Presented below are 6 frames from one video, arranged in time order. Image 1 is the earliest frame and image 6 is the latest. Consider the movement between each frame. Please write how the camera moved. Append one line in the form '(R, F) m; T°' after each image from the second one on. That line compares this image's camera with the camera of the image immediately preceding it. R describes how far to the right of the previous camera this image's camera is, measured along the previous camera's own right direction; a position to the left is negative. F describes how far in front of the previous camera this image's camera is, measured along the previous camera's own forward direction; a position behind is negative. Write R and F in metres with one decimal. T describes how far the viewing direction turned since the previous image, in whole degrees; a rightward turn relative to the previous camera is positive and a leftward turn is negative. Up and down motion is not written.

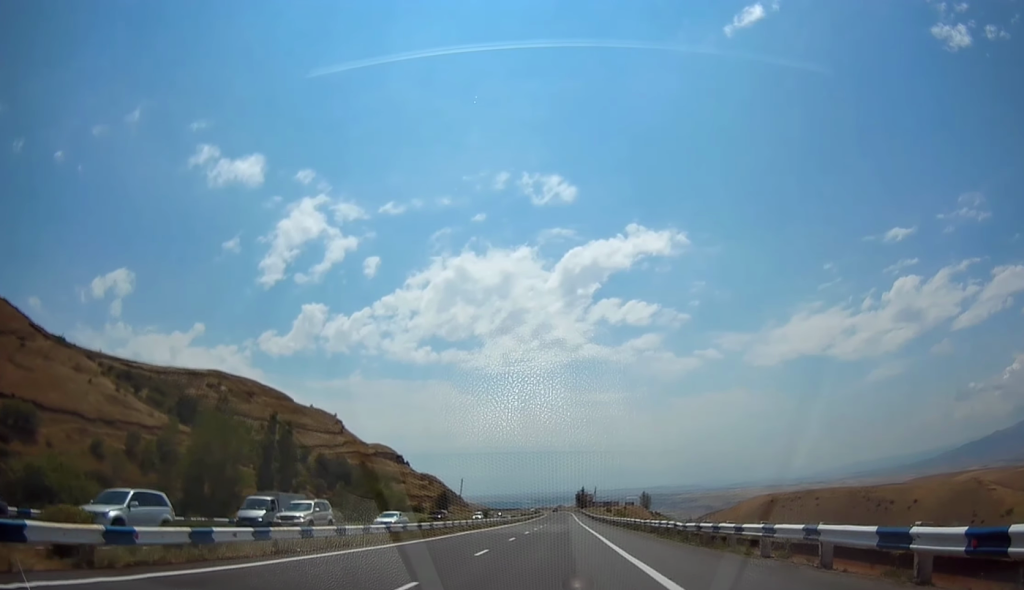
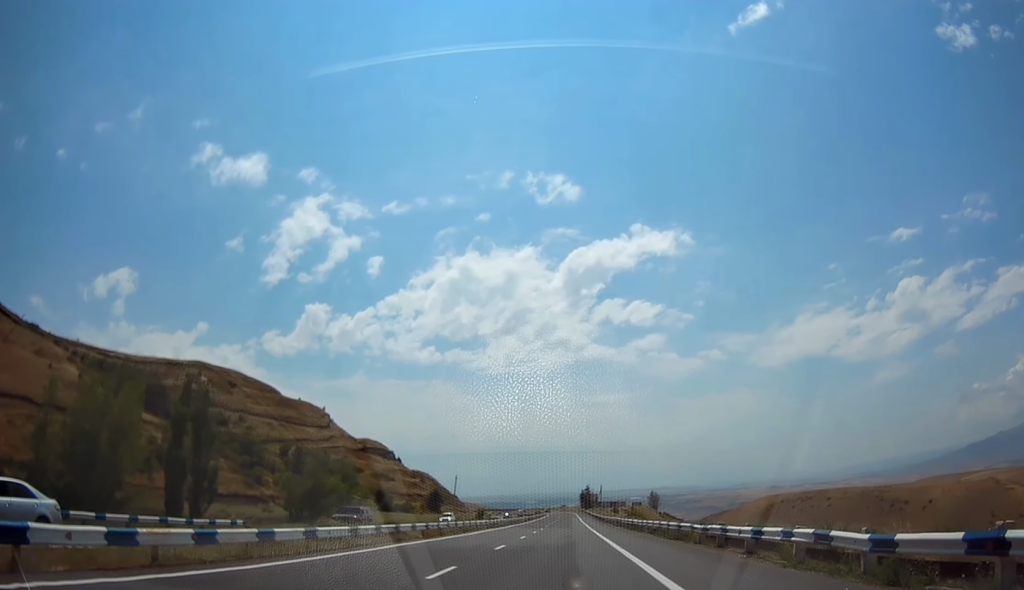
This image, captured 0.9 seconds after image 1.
(-0.1, +18.3) m; +1°
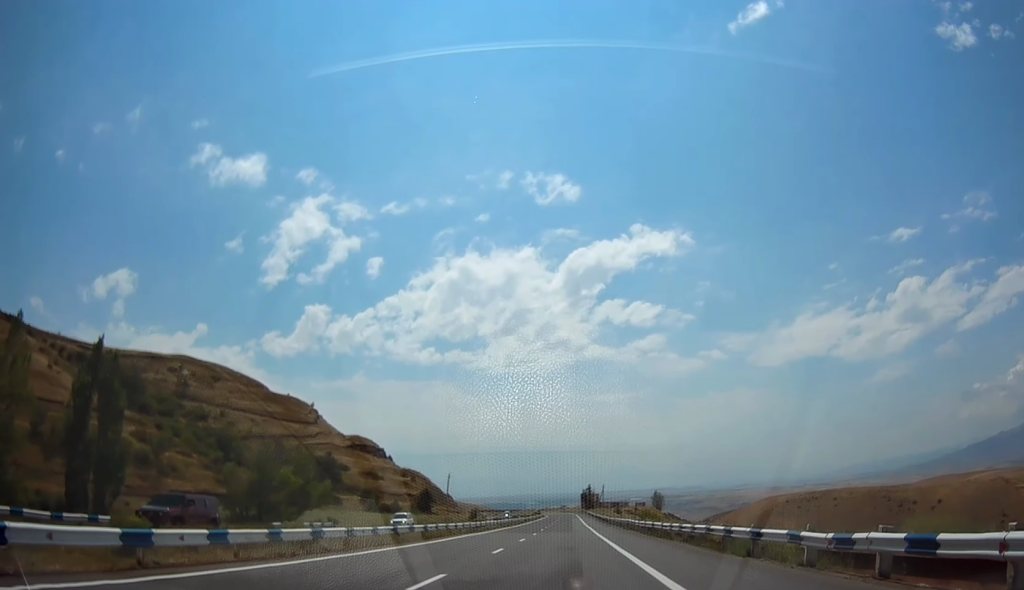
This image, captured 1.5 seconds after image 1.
(+0.4, +12.8) m; 0°
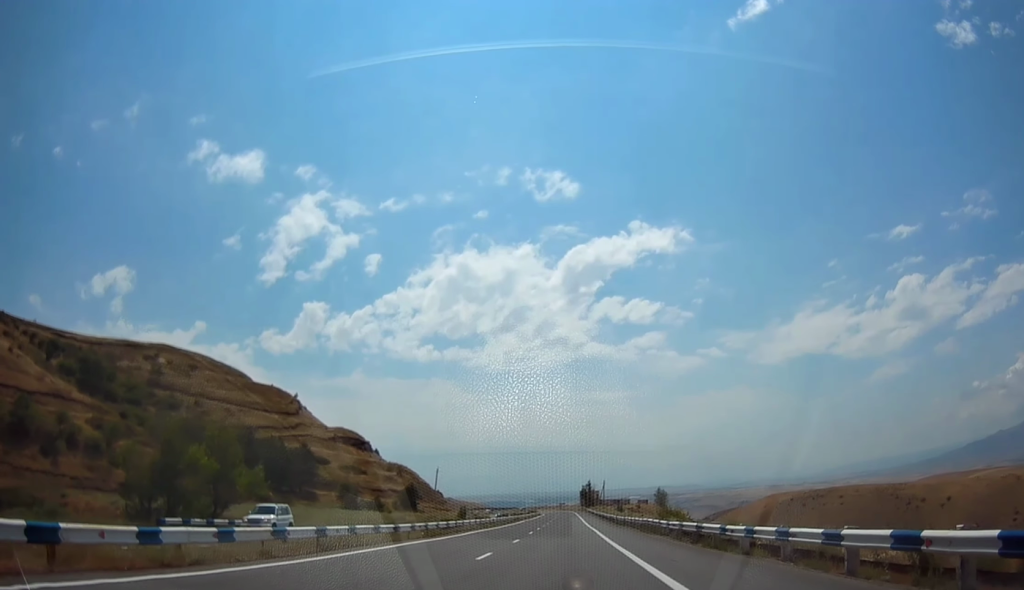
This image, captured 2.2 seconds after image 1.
(-0.2, +14.7) m; -1°
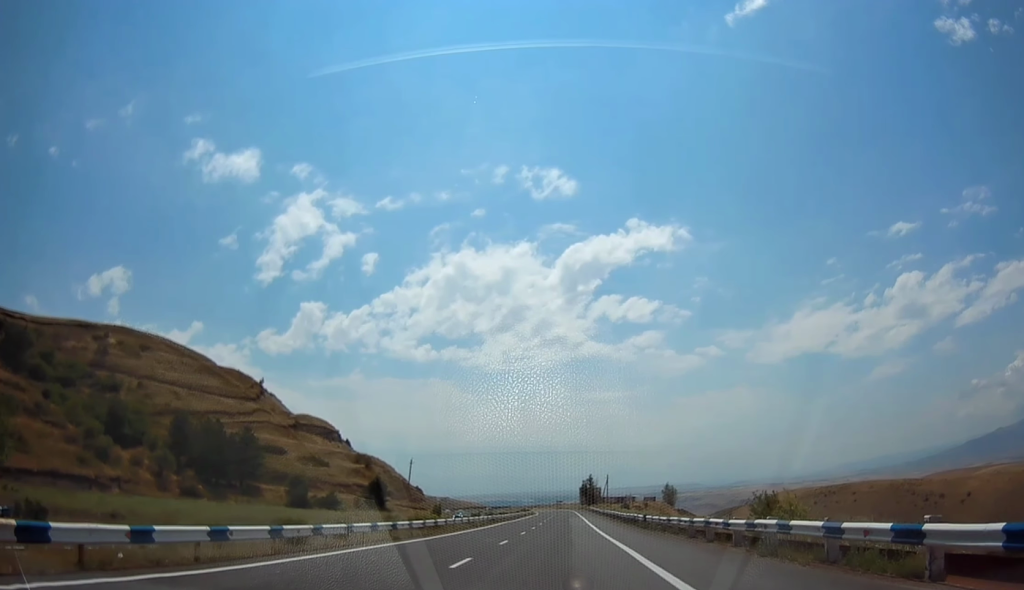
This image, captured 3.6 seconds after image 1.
(-0.5, +27.2) m; -1°
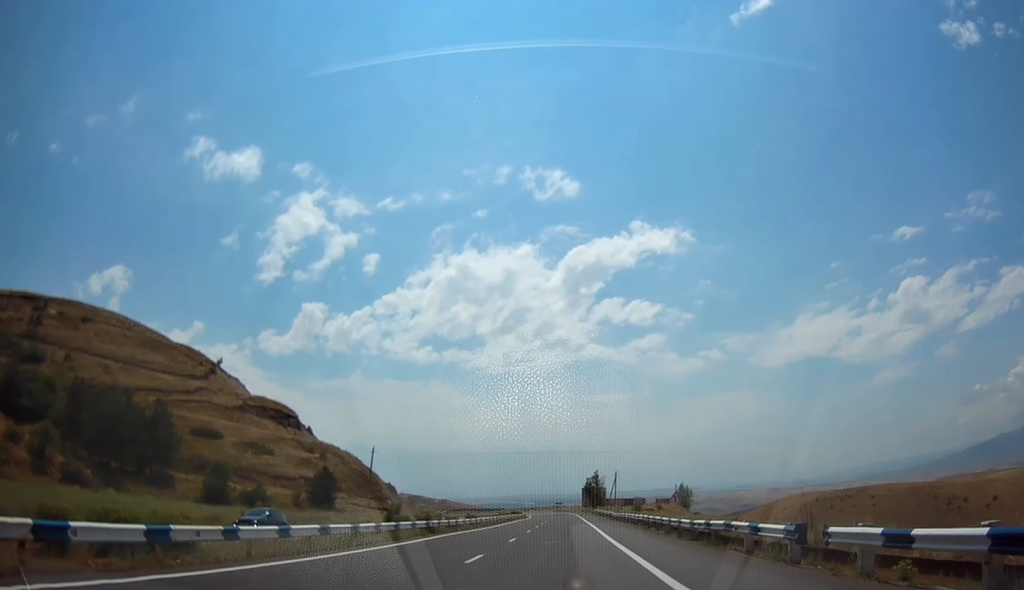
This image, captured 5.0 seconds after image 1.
(+0.1, +29.6) m; 0°
